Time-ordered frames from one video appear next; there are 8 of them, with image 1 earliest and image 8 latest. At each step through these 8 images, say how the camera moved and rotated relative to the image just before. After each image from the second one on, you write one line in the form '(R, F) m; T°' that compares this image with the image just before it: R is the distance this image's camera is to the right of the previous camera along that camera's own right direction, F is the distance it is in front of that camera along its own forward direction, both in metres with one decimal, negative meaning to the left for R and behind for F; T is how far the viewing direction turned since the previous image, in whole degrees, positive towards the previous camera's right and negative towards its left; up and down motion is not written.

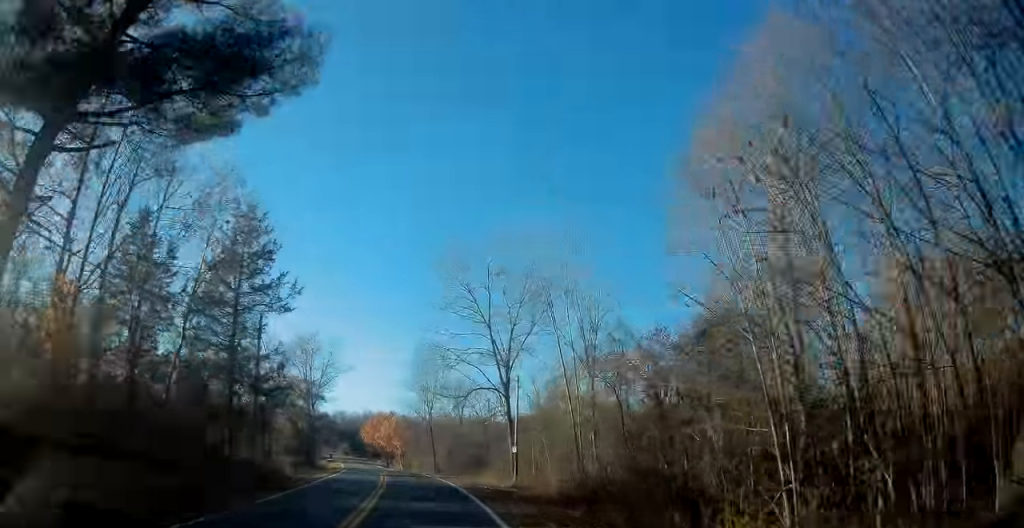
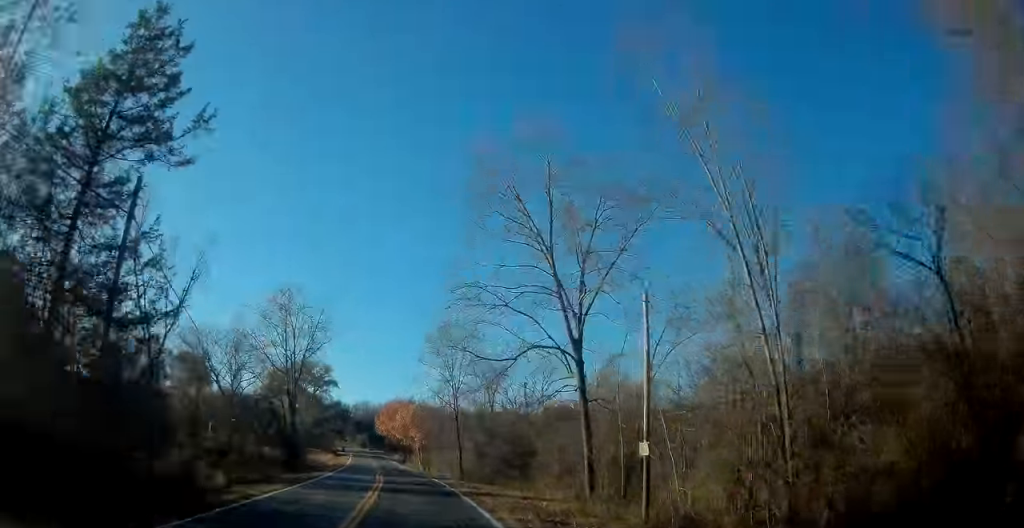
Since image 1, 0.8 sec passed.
(-0.4, +15.9) m; -2°
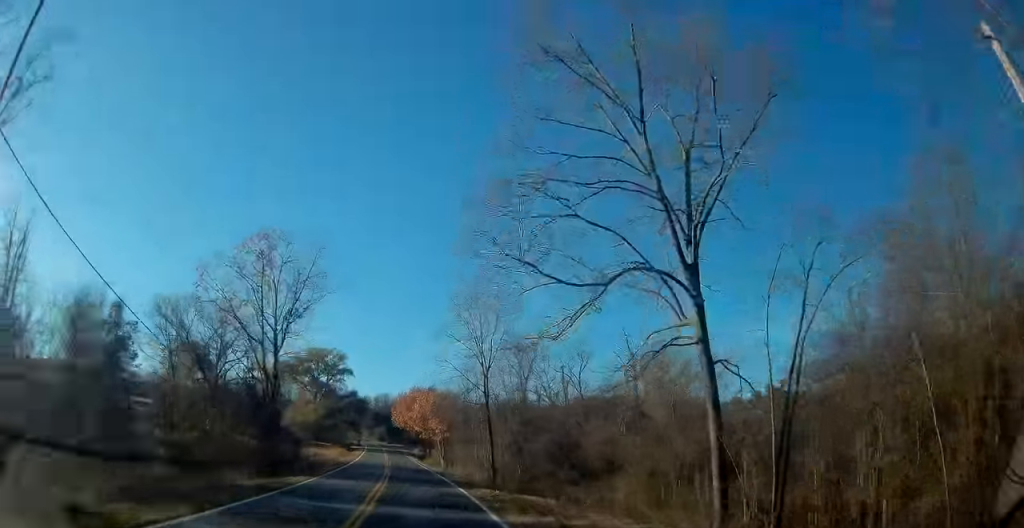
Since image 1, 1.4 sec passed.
(-0.2, +10.9) m; -1°
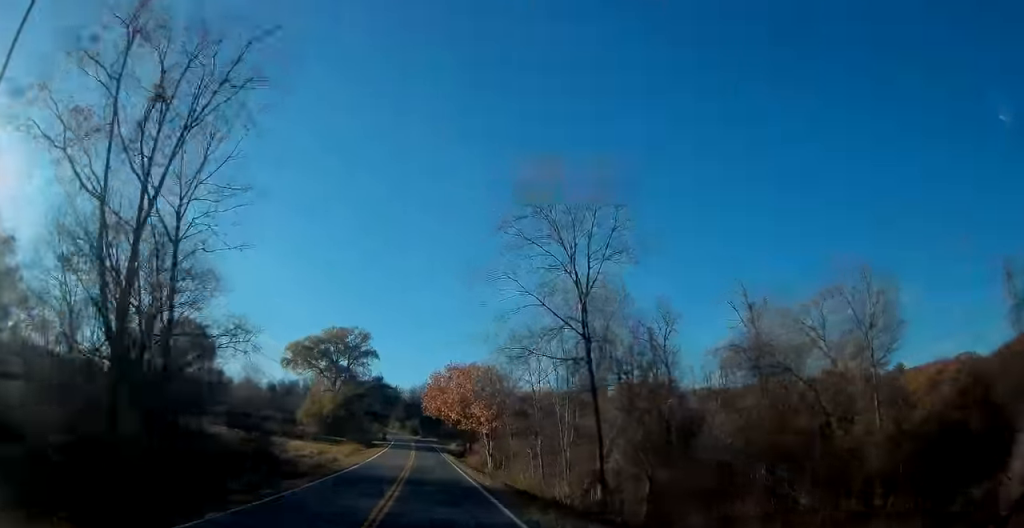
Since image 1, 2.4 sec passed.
(-0.2, +20.1) m; -2°
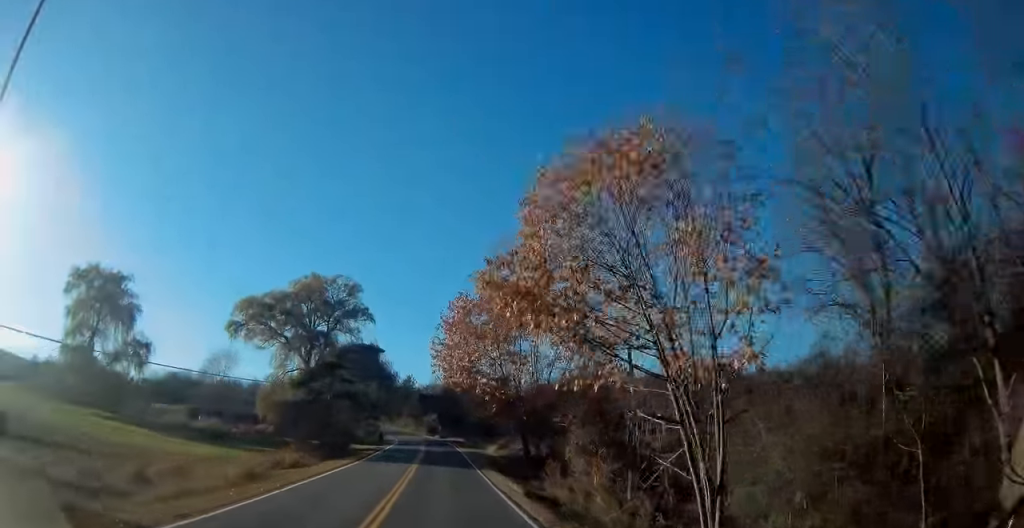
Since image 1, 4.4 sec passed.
(-0.9, +38.1) m; -1°
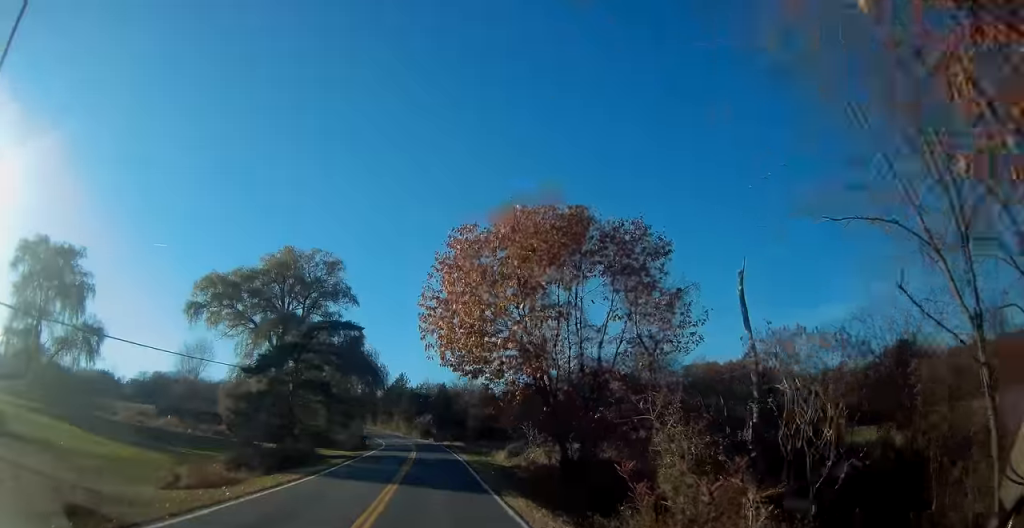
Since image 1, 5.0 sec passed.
(0.0, +11.9) m; 0°
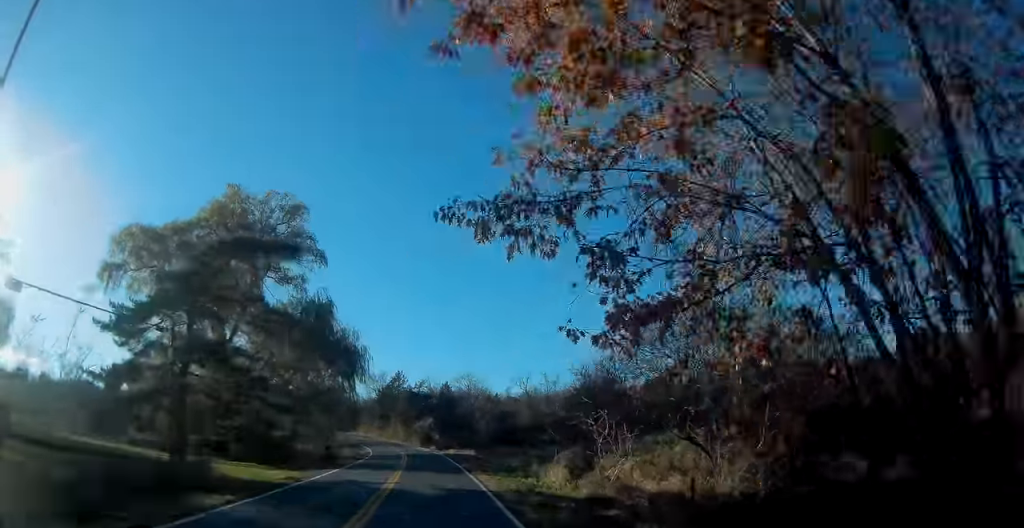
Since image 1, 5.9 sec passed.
(0.0, +18.4) m; -1°
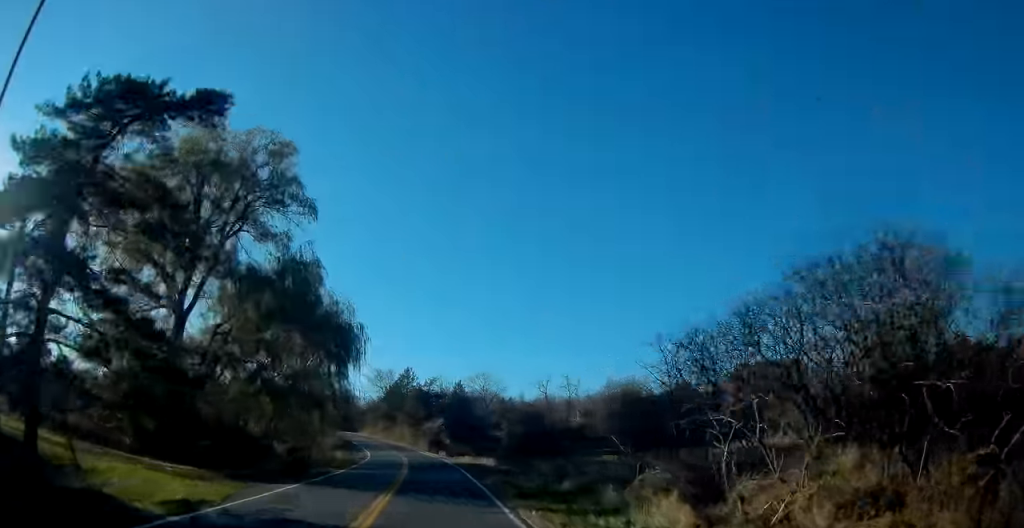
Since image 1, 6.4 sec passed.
(0.0, +10.5) m; -1°
